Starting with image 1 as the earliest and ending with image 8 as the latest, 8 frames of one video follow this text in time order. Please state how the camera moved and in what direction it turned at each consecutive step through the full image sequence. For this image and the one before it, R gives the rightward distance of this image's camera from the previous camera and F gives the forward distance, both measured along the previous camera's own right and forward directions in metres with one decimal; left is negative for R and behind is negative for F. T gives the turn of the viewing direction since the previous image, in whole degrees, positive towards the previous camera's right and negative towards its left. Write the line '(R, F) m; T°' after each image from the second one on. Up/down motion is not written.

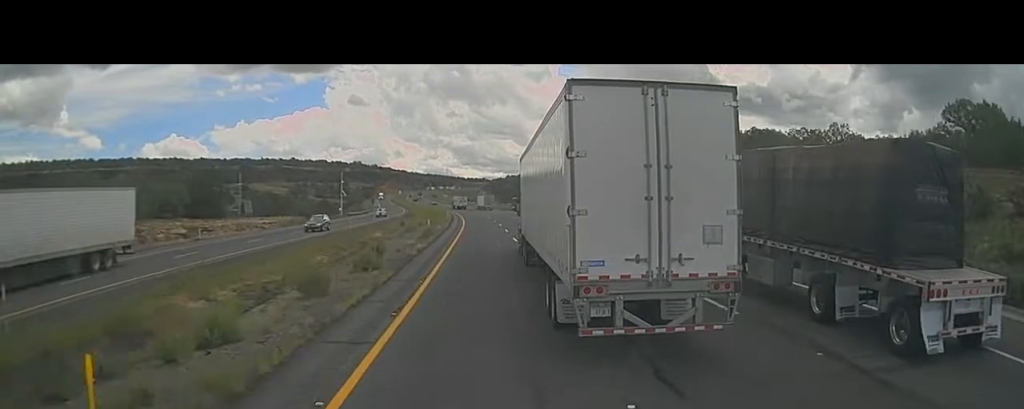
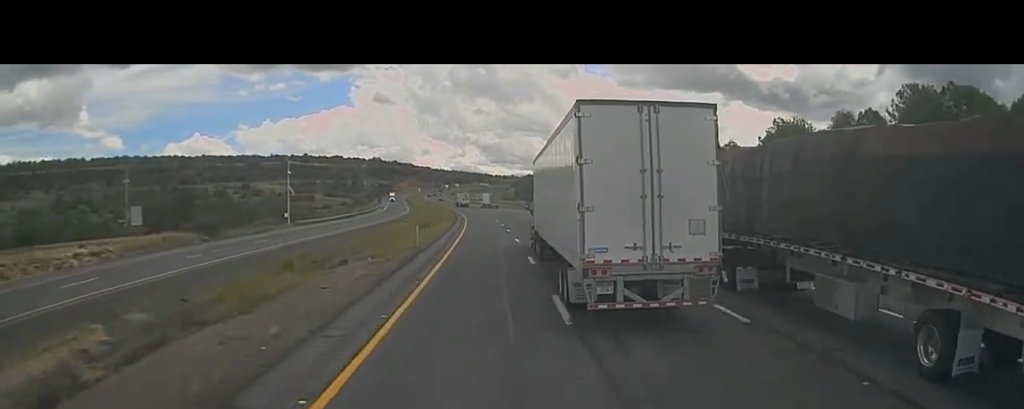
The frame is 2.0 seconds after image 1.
(-0.5, +48.3) m; -3°
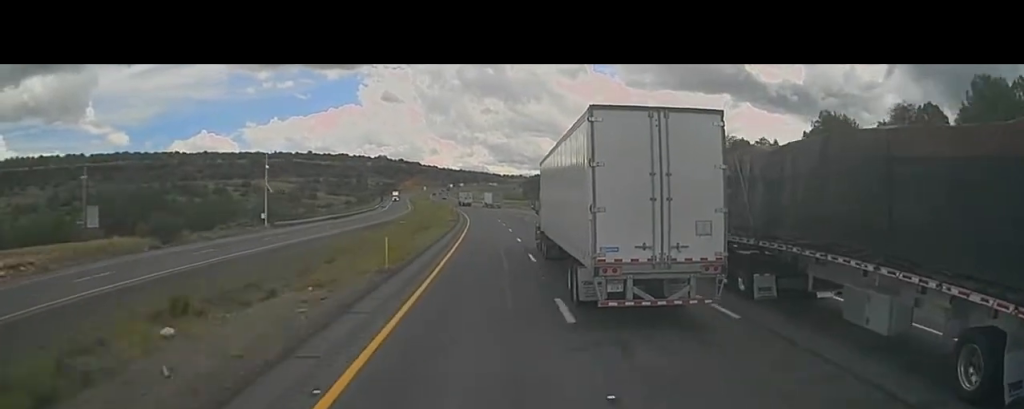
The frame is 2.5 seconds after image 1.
(-0.3, +11.2) m; -1°
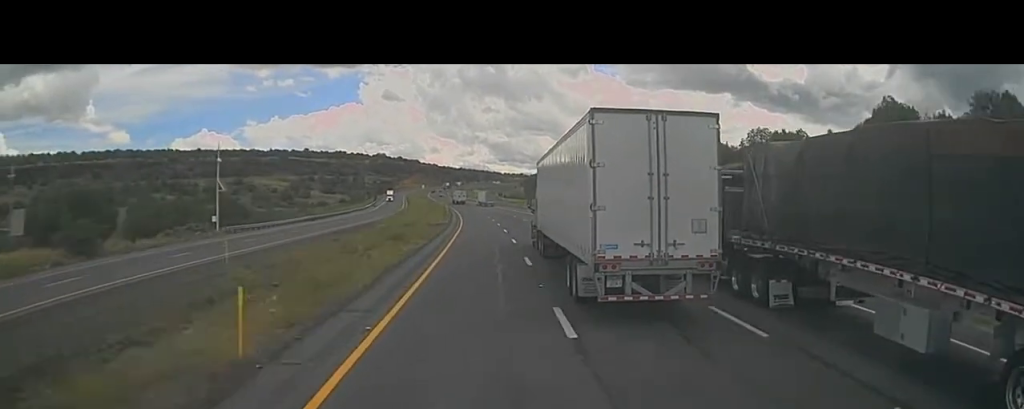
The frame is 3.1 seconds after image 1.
(-0.1, +13.6) m; -1°
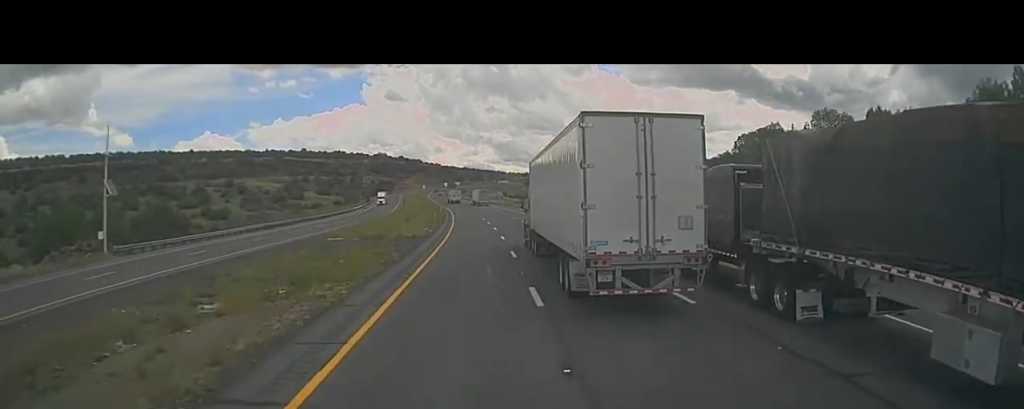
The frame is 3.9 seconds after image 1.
(0.0, +20.8) m; 0°
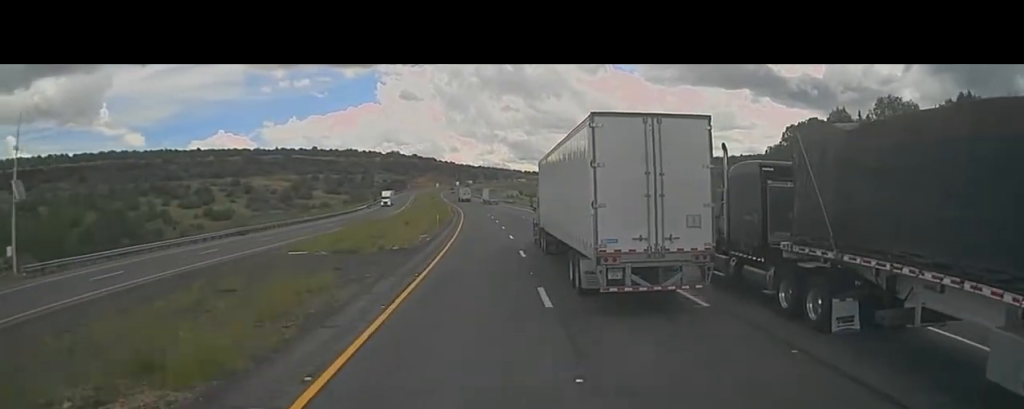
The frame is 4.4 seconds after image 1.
(+0.1, +12.0) m; -1°
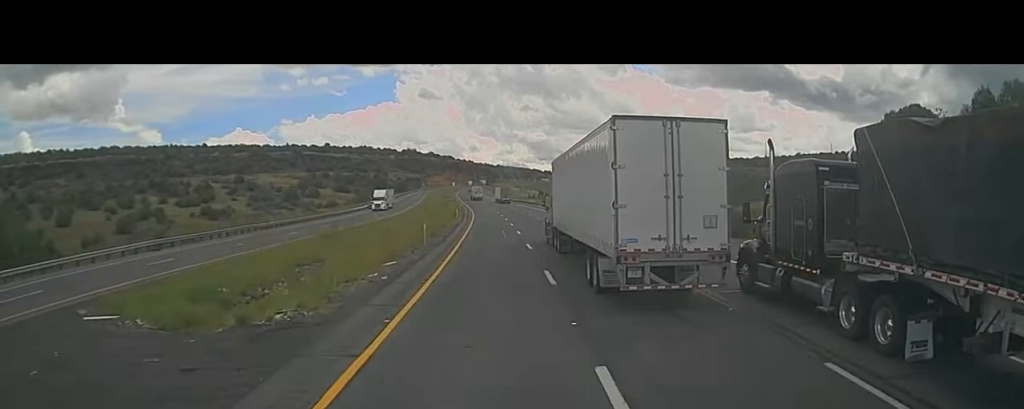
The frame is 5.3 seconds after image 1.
(-0.2, +20.3) m; -2°
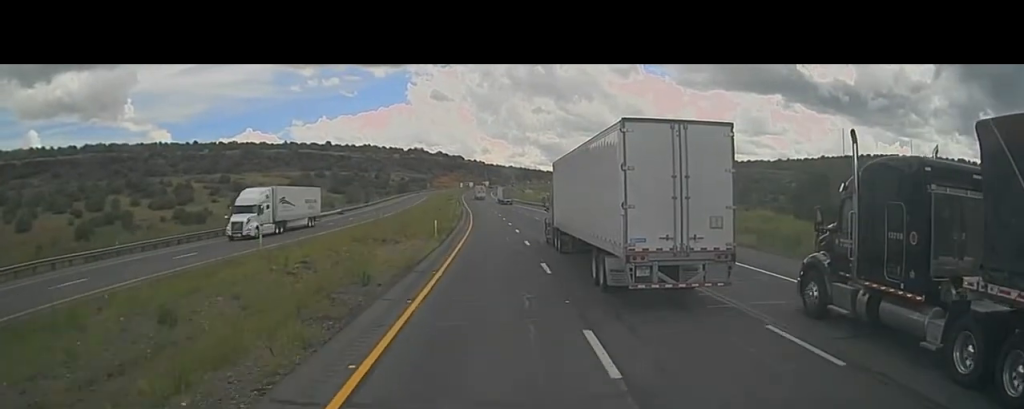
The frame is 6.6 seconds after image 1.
(-0.8, +33.5) m; -1°
